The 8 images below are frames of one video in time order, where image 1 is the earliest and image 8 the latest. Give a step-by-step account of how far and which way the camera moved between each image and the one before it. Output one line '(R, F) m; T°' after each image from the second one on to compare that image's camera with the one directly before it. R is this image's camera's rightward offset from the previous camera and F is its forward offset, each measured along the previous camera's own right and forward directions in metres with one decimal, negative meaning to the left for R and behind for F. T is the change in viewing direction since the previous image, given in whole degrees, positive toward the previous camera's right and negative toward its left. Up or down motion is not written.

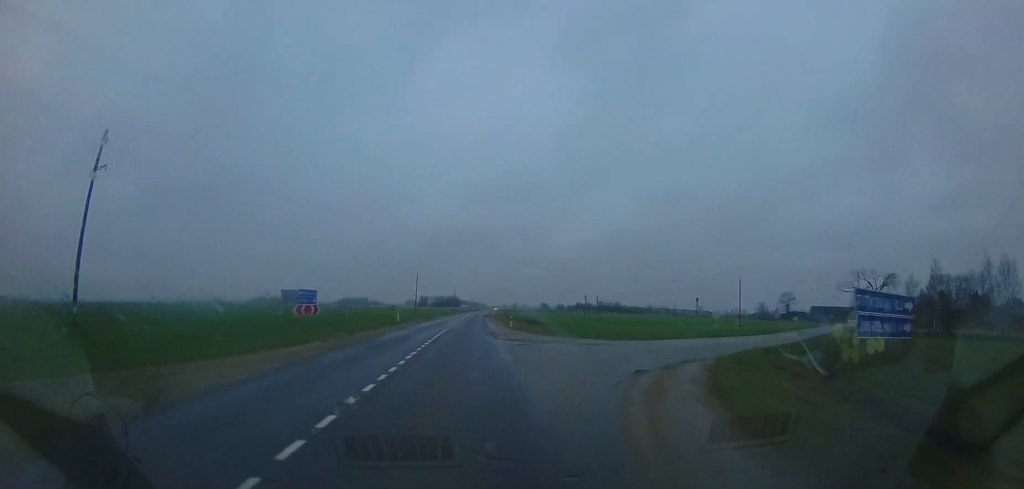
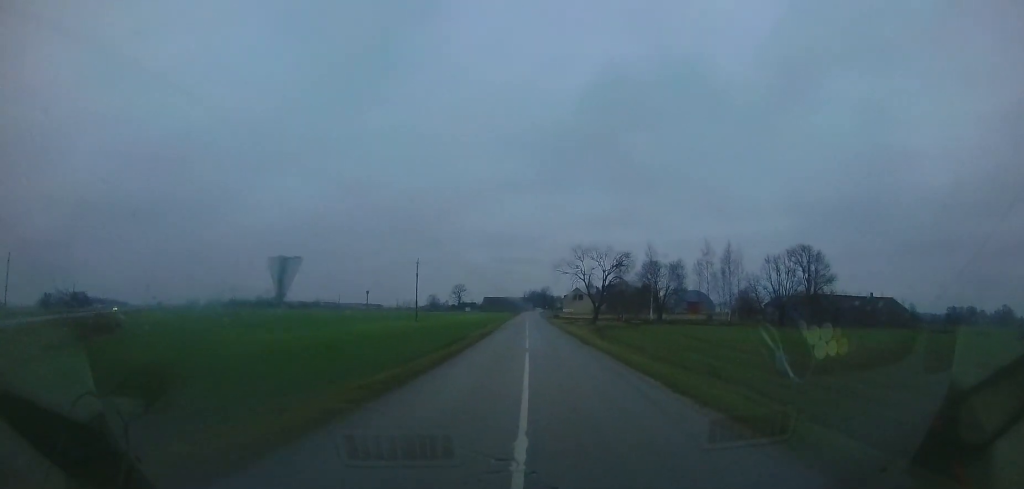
(+11.0, +20.7) m; +61°
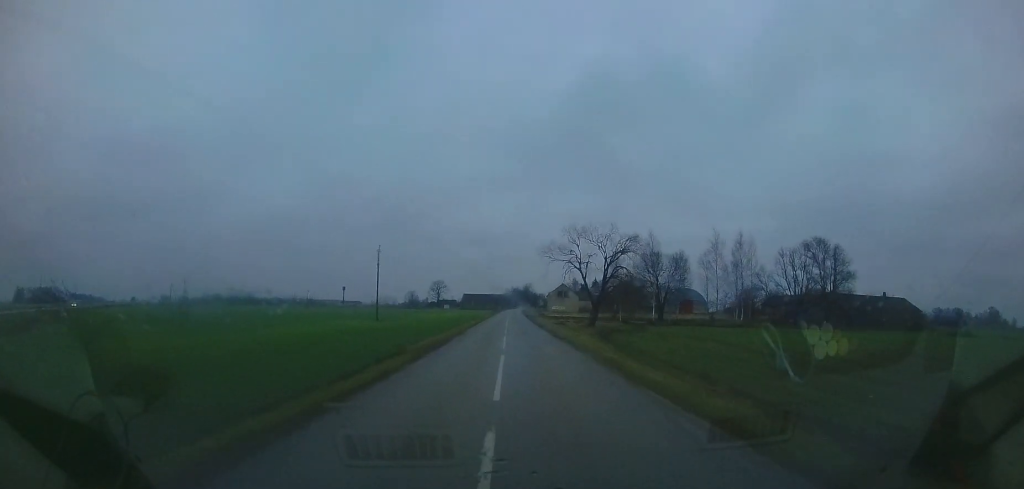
(+1.0, +9.2) m; +2°
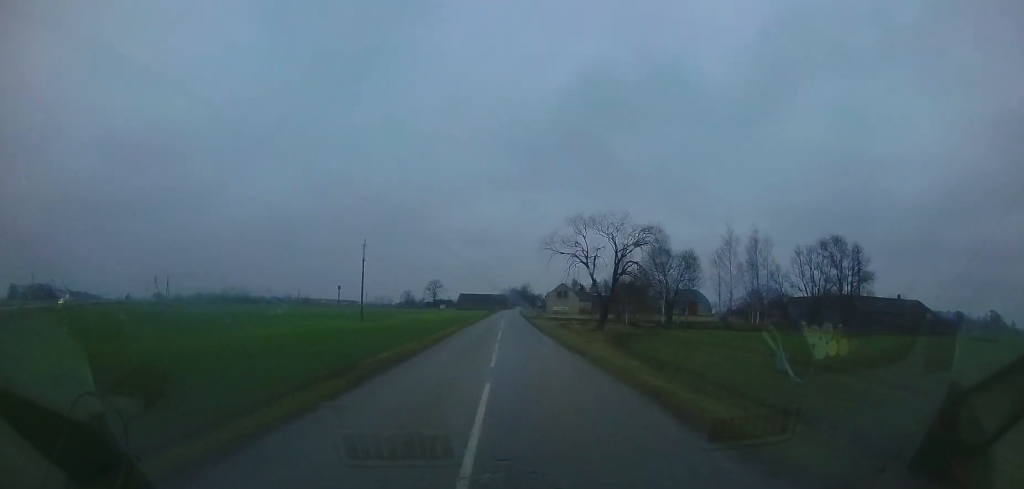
(-0.2, +4.6) m; -1°
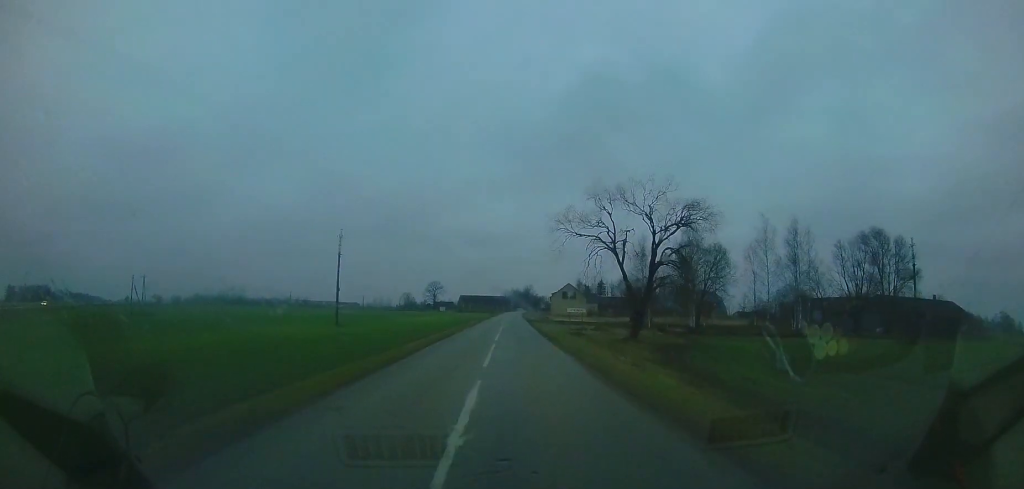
(-0.3, +7.6) m; -1°
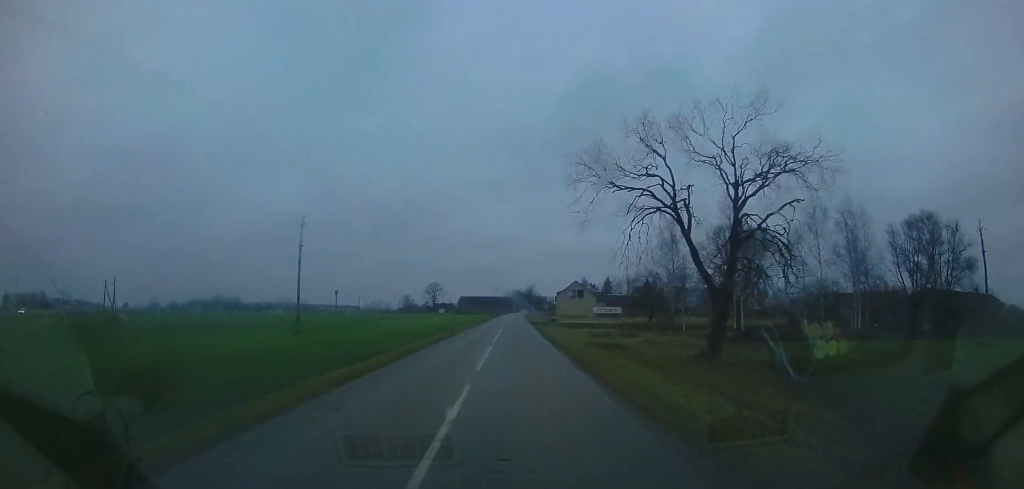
(+0.2, +8.6) m; 0°
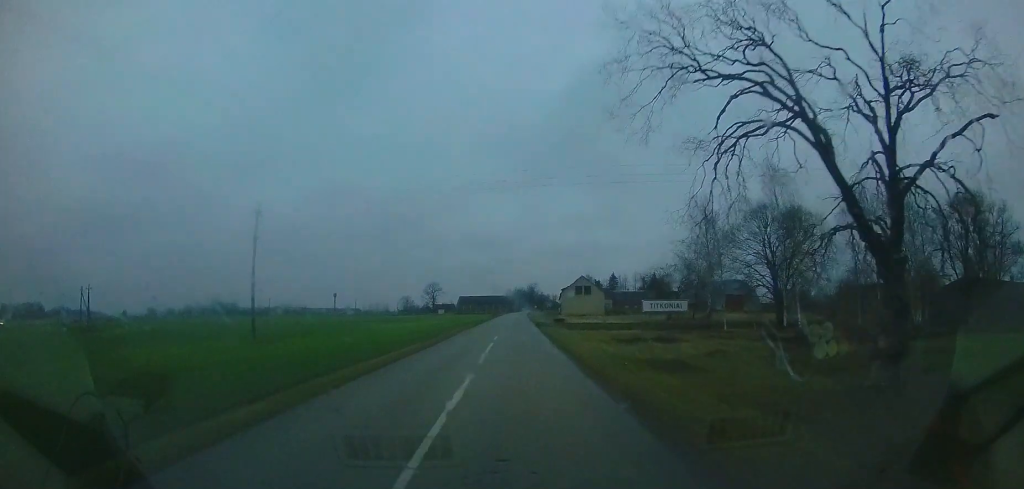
(0.0, +7.0) m; 0°
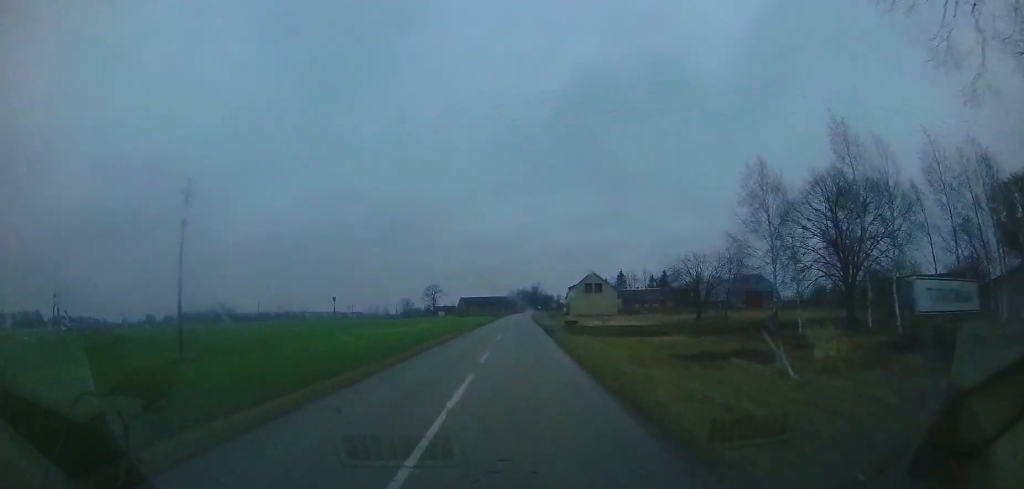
(-0.1, +8.1) m; 0°
